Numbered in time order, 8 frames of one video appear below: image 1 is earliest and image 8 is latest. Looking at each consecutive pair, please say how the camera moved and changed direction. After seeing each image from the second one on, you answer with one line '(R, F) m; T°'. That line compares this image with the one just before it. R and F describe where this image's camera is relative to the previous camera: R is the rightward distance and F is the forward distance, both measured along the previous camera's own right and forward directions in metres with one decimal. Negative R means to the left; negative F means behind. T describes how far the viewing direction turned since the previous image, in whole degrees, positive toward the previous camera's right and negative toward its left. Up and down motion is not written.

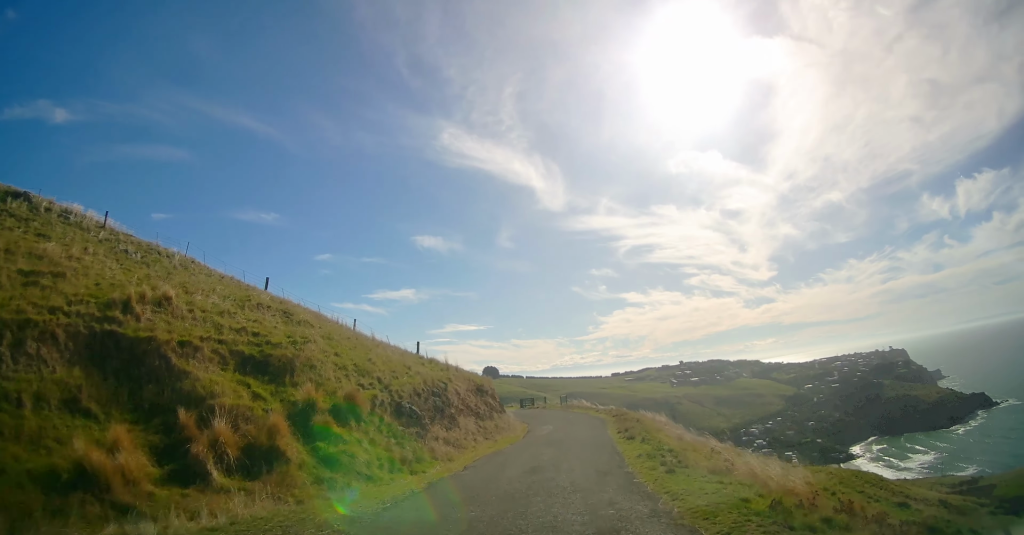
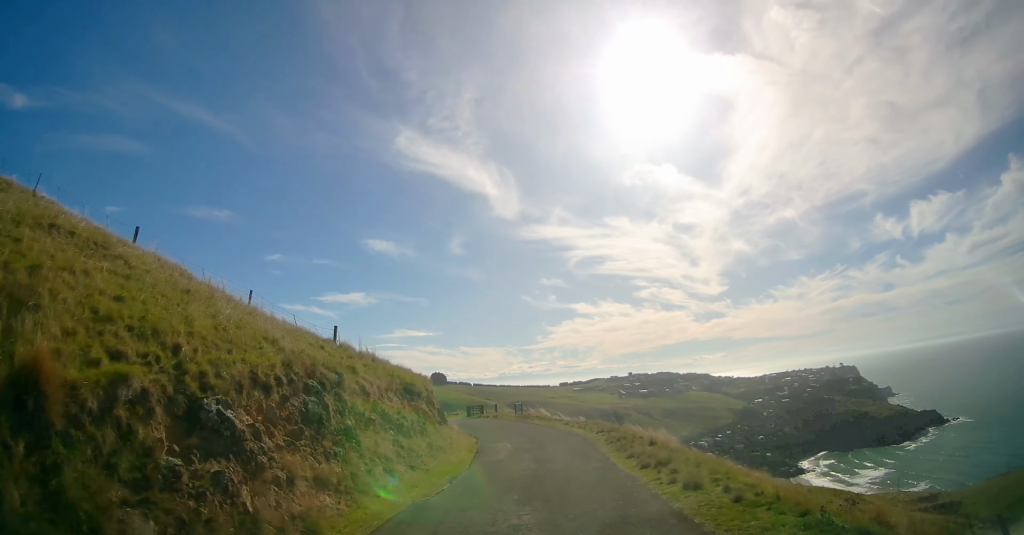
(0.0, +8.0) m; +4°
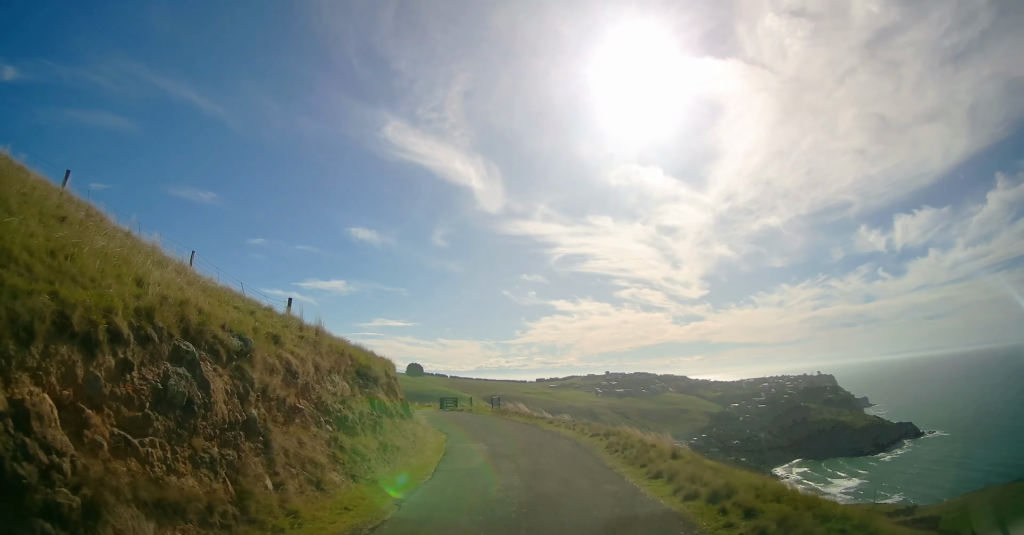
(+0.2, +3.7) m; +1°
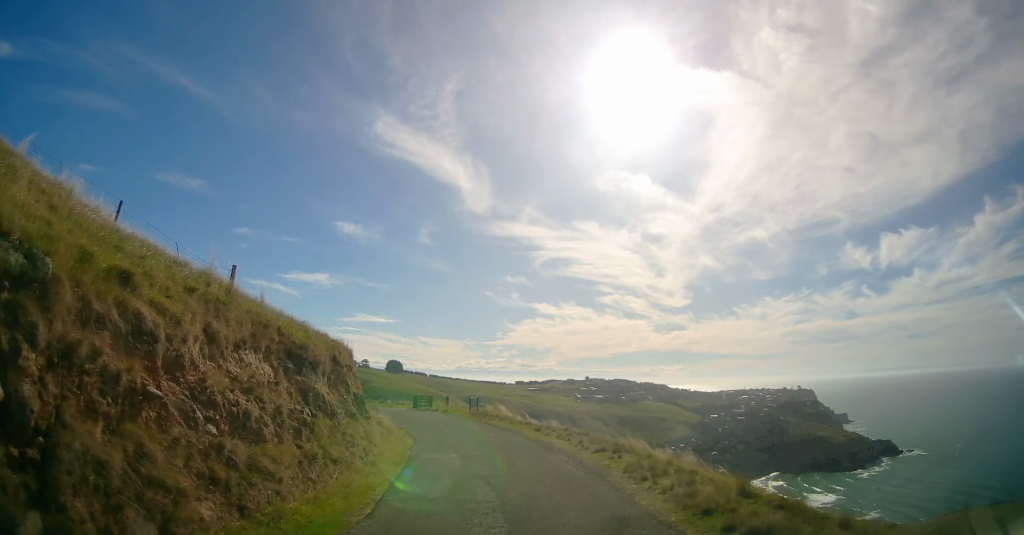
(+0.2, +4.0) m; +1°
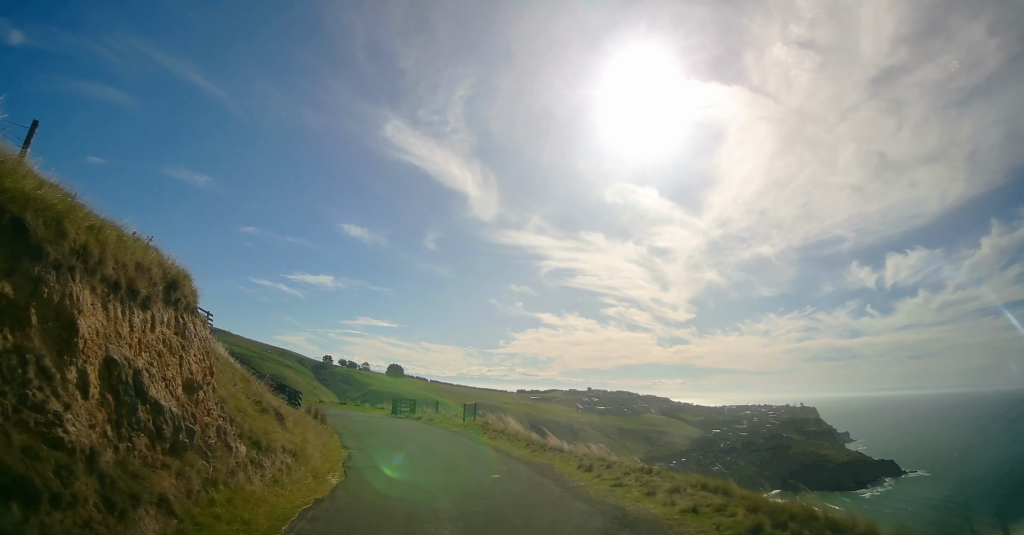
(+0.2, +10.6) m; +4°
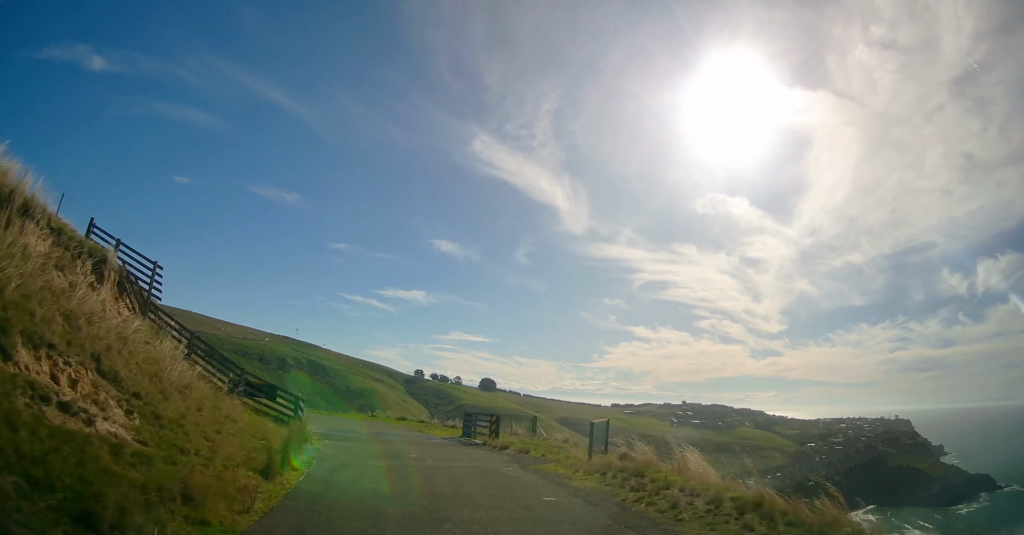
(-1.1, +12.8) m; -14°
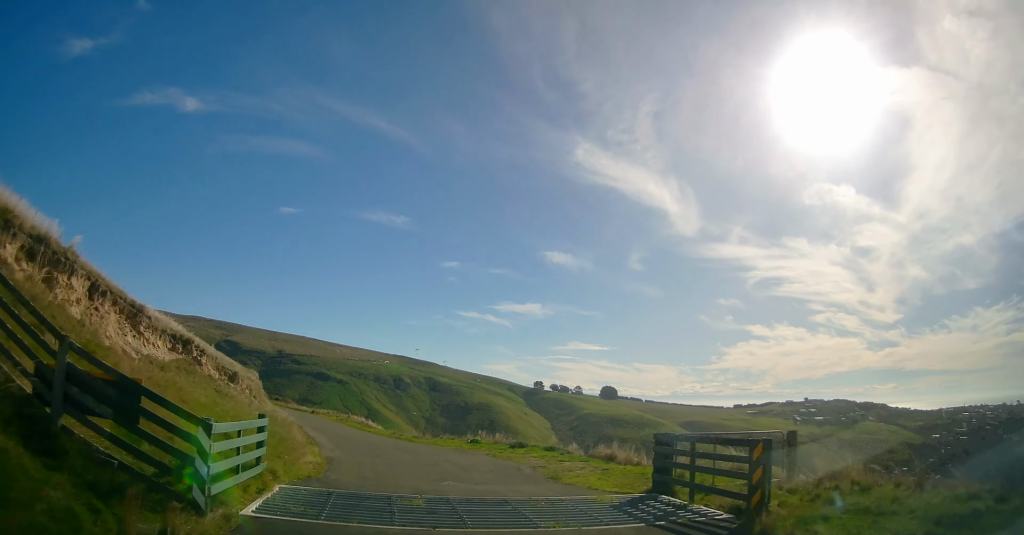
(-0.8, +12.6) m; -9°
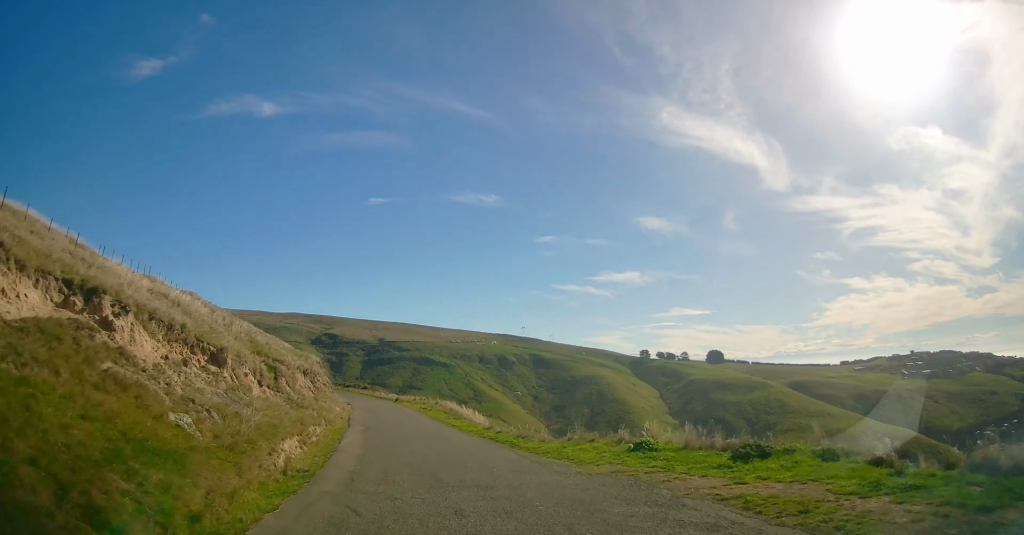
(-1.1, +11.5) m; -9°
